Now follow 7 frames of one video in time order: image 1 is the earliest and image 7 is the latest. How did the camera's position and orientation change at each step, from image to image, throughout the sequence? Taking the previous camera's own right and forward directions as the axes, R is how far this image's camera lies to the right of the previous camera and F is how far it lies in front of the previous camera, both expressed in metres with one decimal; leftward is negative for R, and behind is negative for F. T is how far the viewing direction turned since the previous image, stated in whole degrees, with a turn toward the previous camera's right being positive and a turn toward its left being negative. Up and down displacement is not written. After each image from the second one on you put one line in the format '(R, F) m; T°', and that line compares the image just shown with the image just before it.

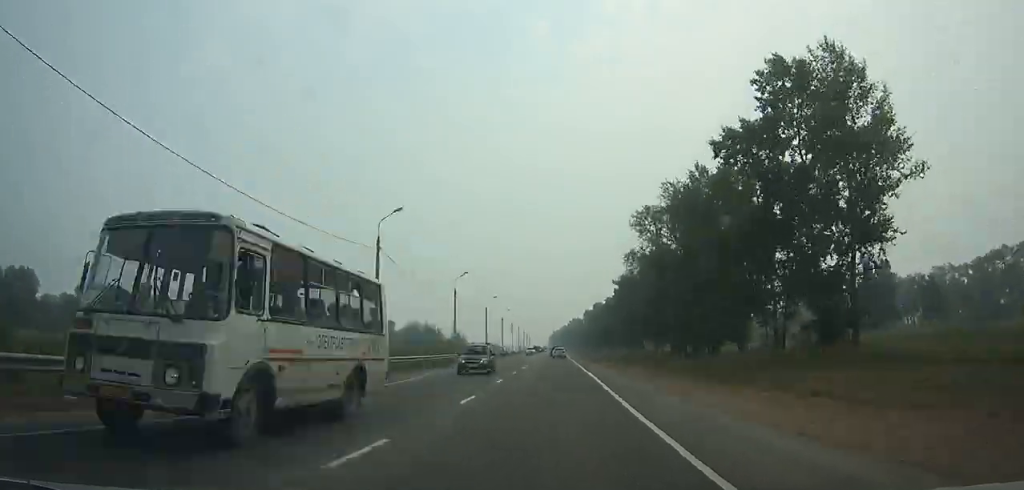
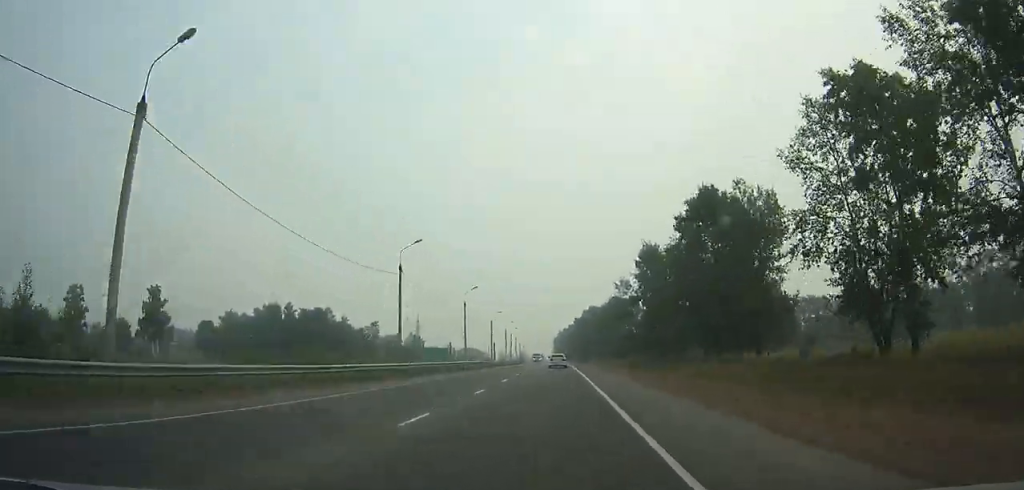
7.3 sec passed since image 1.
(0.0, +133.7) m; 0°
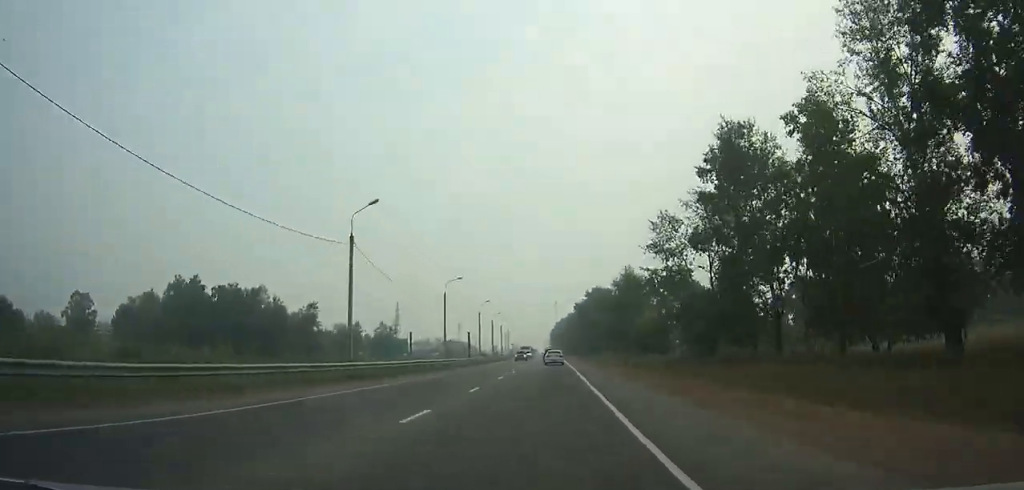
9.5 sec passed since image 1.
(0.0, +38.9) m; 0°
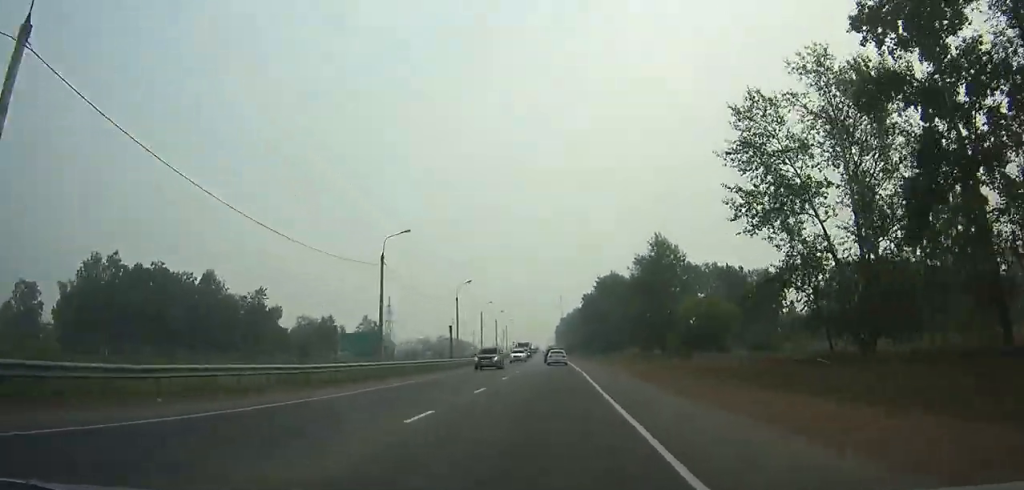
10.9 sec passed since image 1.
(0.0, +24.4) m; 0°
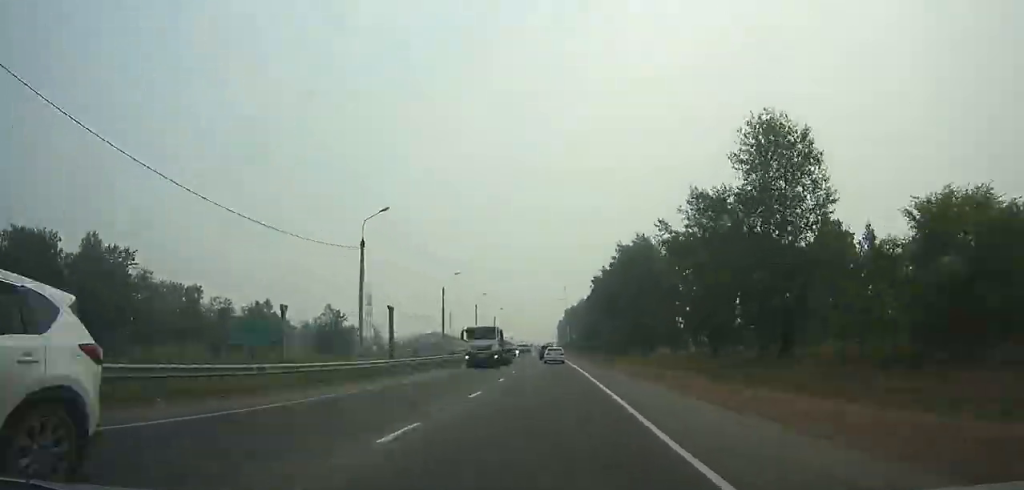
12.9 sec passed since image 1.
(0.0, +34.7) m; 0°
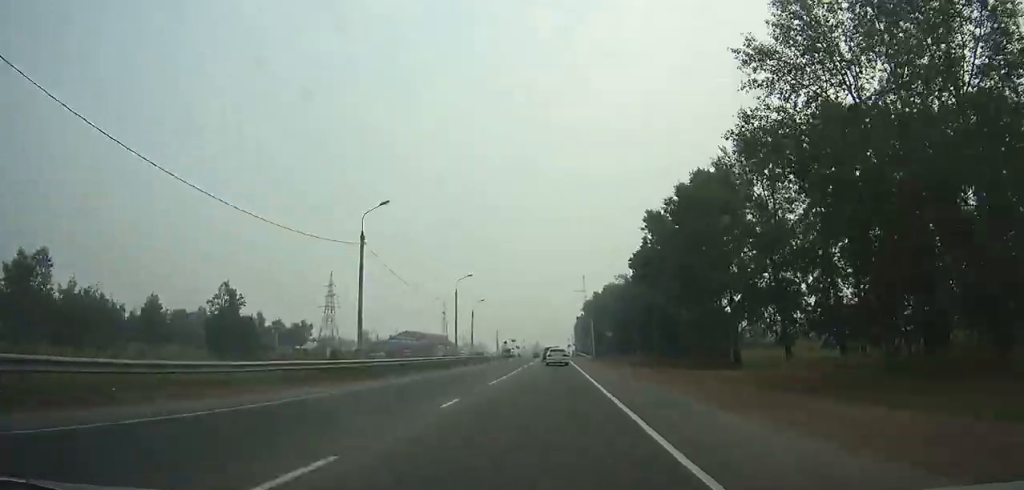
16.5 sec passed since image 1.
(0.0, +61.9) m; -1°
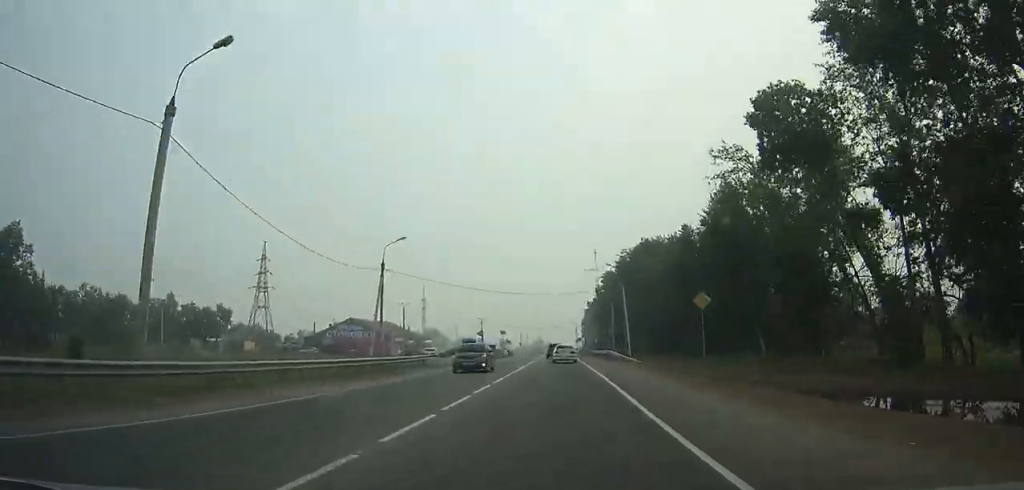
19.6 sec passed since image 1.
(-0.5, +52.9) m; -2°
